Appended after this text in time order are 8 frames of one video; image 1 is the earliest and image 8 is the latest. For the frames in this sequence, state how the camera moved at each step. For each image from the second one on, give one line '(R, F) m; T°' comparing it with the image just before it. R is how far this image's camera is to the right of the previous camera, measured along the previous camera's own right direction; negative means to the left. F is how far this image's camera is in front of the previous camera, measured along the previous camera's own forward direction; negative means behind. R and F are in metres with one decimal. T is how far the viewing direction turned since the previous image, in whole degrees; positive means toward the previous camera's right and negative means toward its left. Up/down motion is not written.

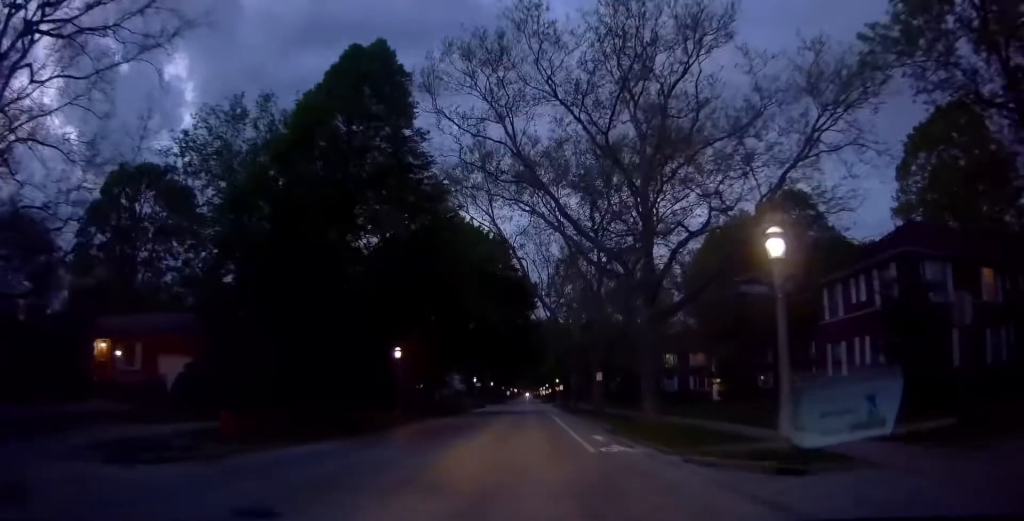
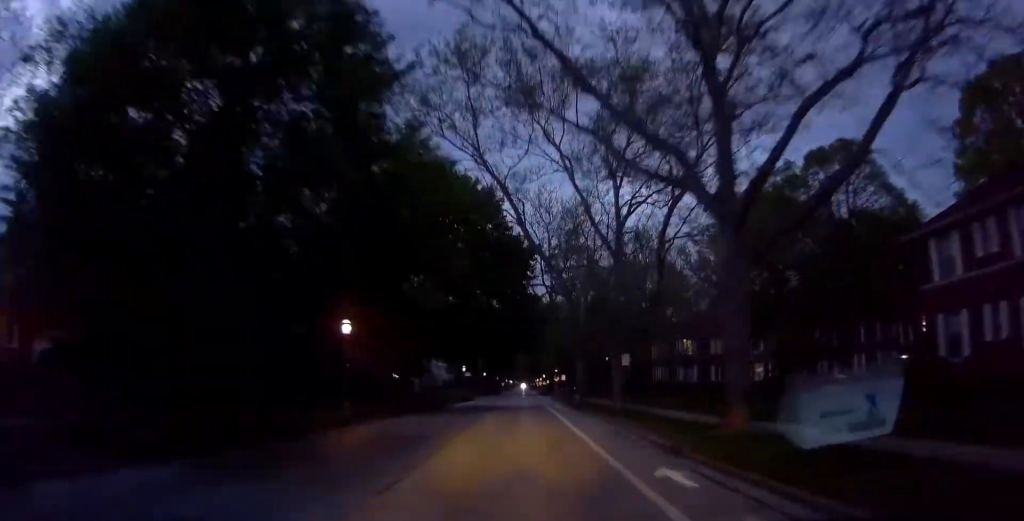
(+0.3, +10.2) m; +2°
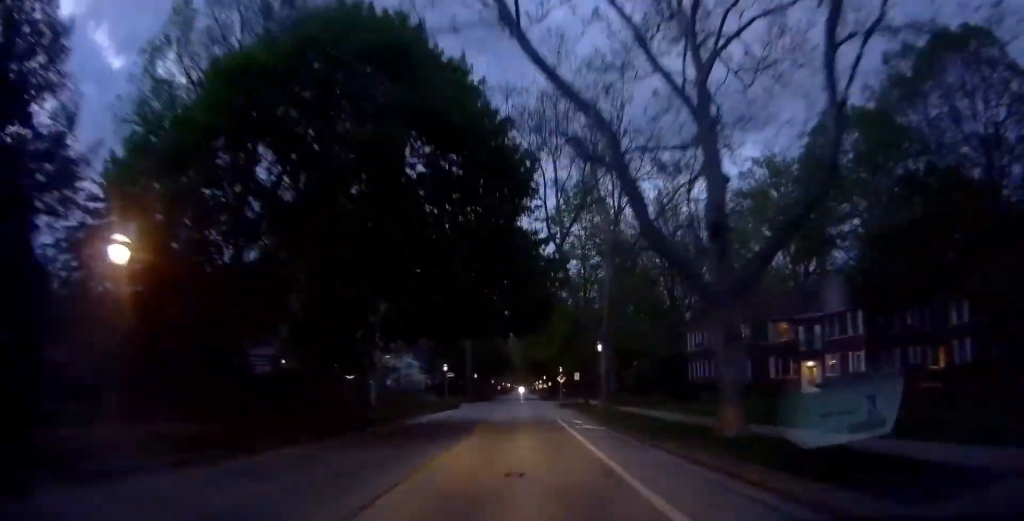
(0.0, +16.9) m; -4°
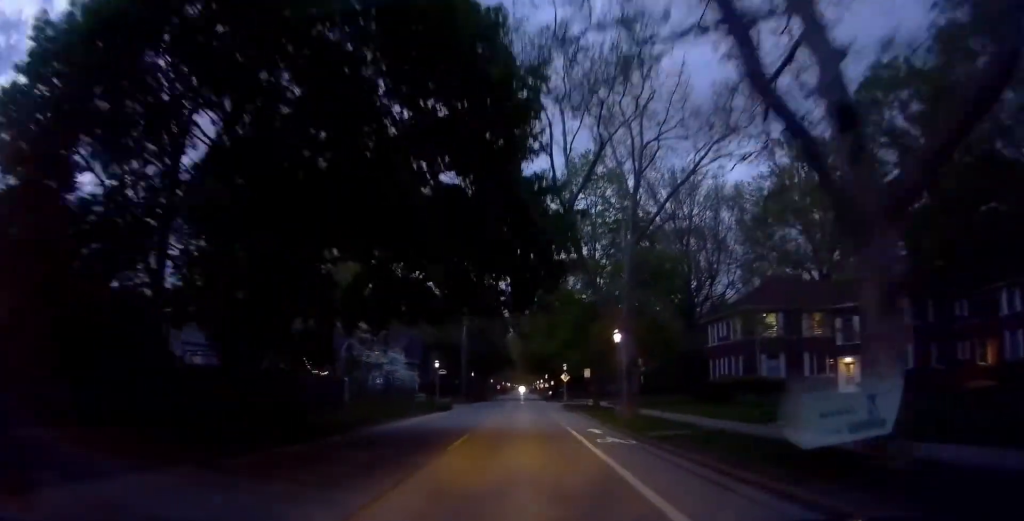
(-0.4, +6.2) m; 0°
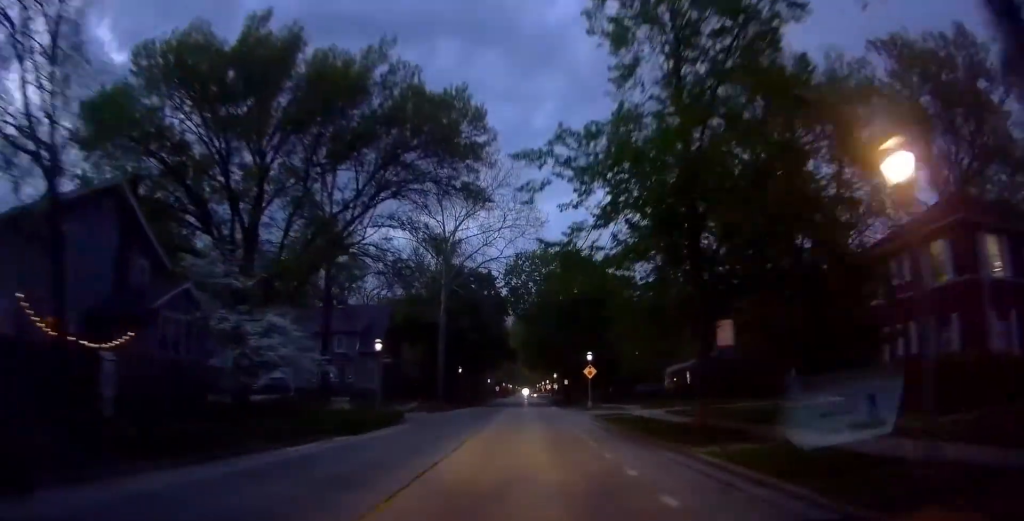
(+0.8, +23.0) m; +4°
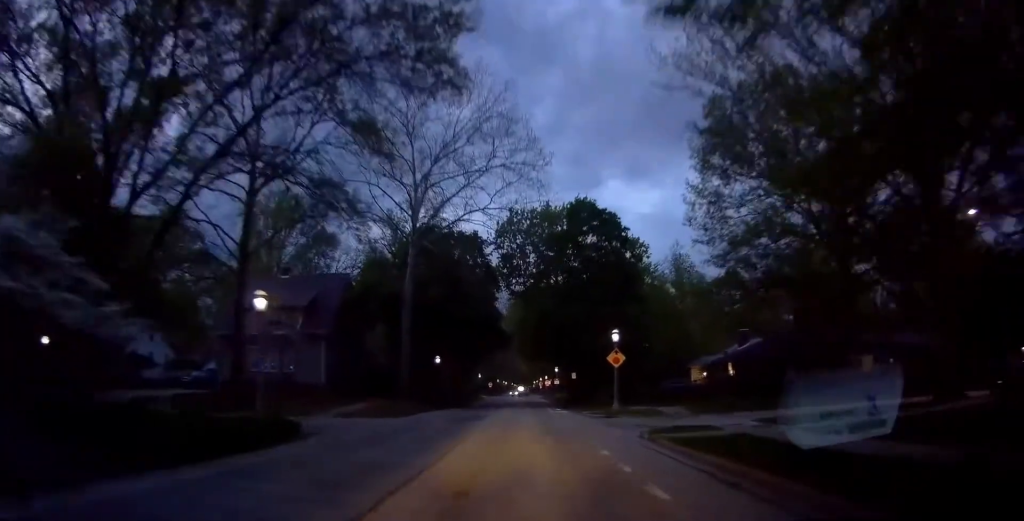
(0.0, +14.1) m; 0°
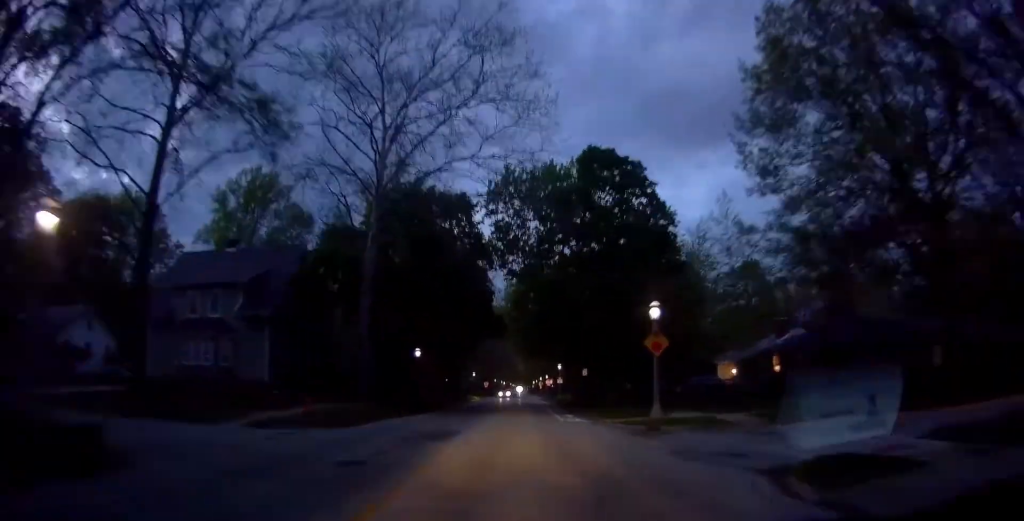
(0.0, +9.6) m; -1°
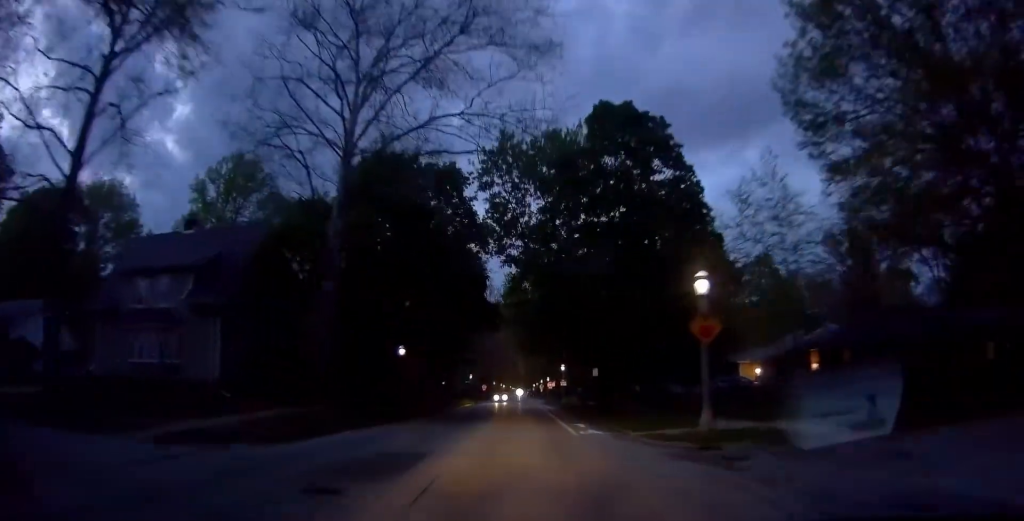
(+0.1, +5.8) m; -1°
